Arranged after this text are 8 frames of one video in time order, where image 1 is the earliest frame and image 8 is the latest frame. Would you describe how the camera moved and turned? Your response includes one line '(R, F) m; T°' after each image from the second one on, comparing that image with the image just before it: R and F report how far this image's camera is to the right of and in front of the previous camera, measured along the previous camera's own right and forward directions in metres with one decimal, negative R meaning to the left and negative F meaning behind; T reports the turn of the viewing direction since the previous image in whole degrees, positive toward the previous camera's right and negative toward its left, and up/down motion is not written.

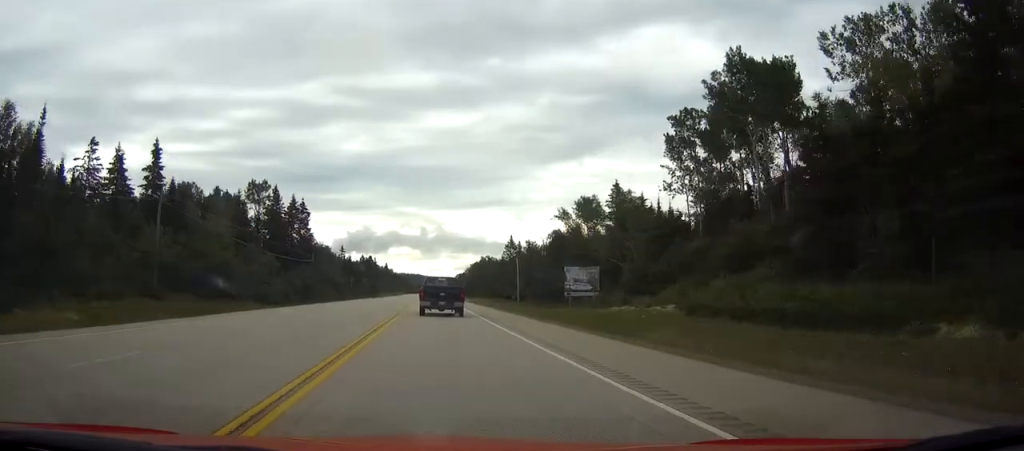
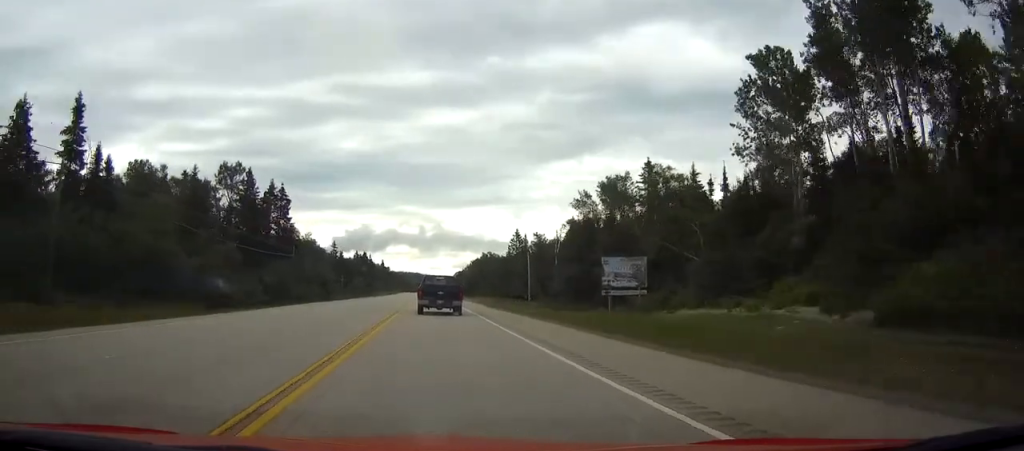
(0.0, +16.6) m; 0°
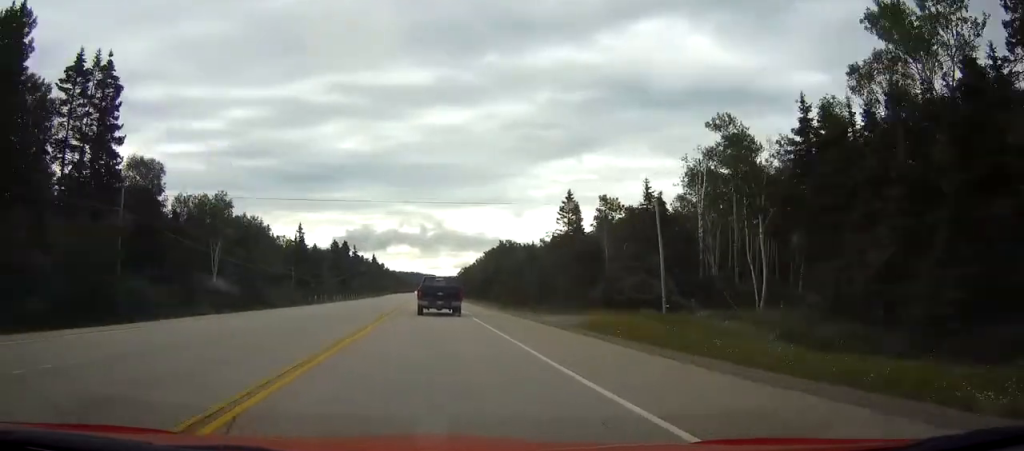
(0.0, +65.6) m; 0°
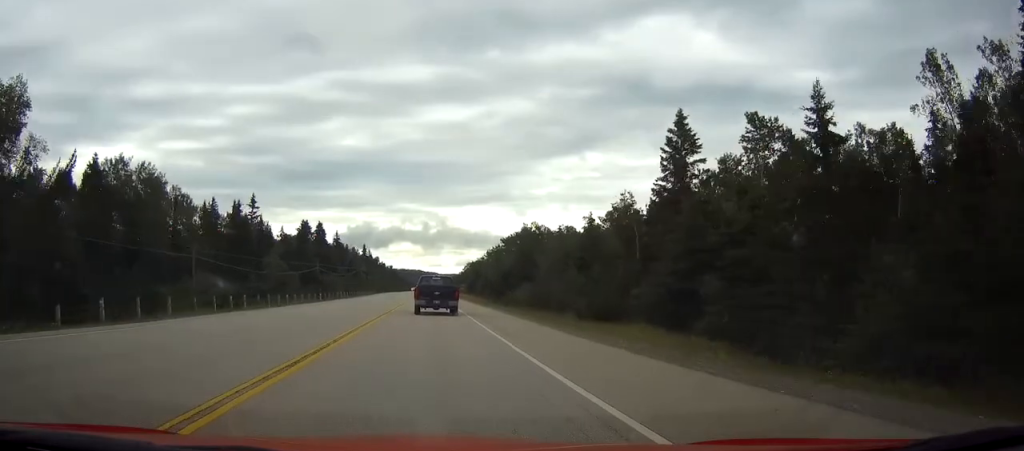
(0.0, +49.7) m; 0°
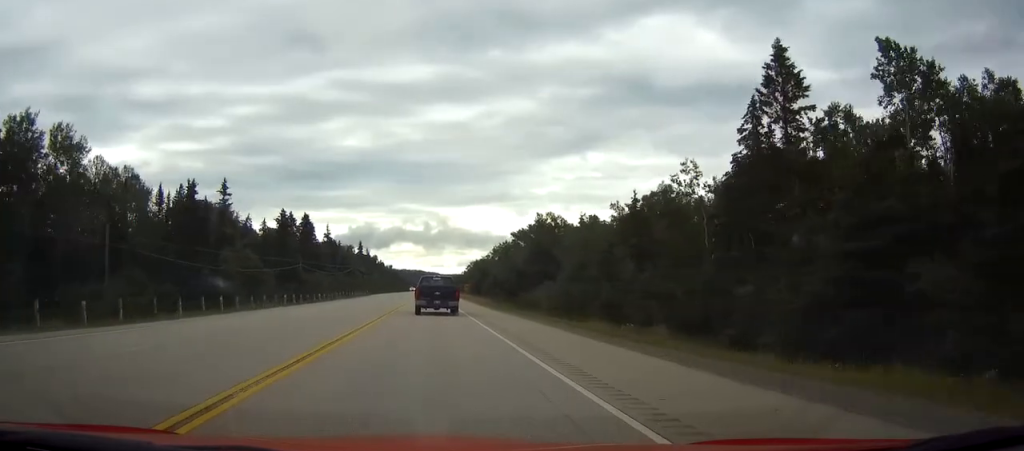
(0.0, +19.4) m; 0°
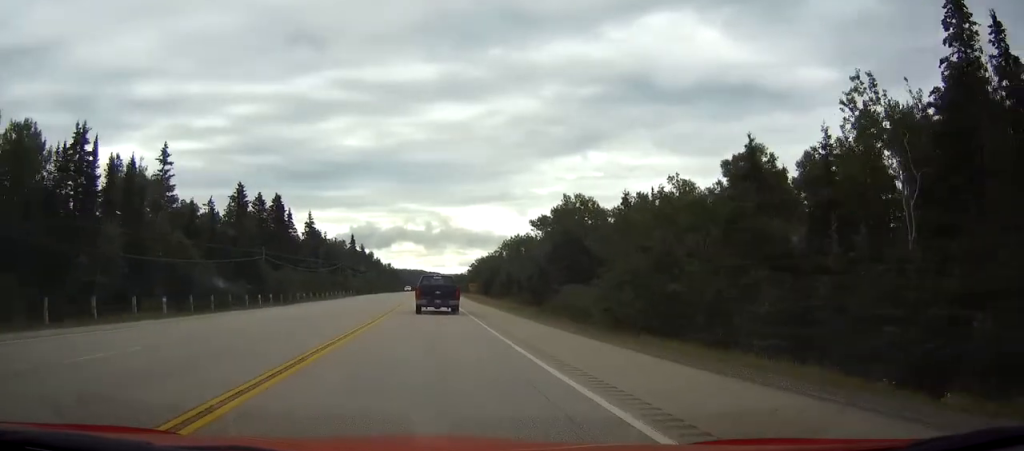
(-0.1, +27.2) m; 0°
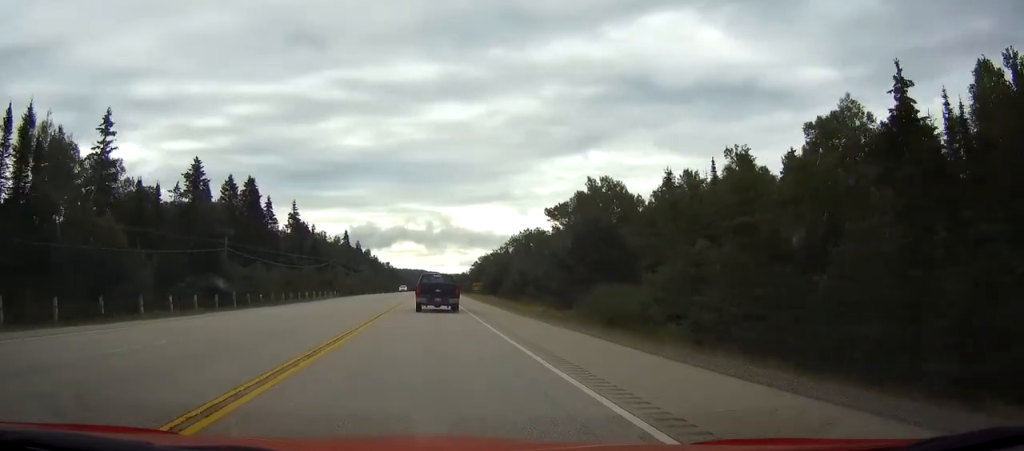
(0.0, +17.4) m; 0°
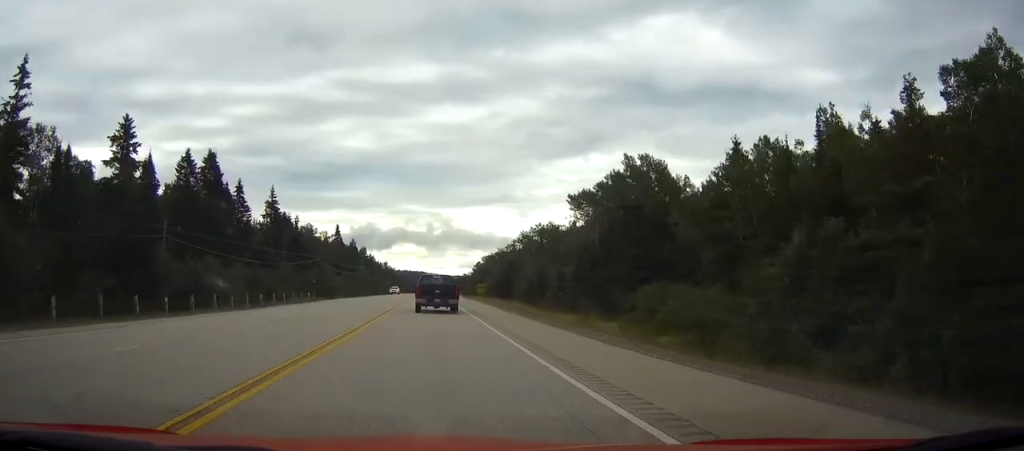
(0.0, +18.4) m; 0°
